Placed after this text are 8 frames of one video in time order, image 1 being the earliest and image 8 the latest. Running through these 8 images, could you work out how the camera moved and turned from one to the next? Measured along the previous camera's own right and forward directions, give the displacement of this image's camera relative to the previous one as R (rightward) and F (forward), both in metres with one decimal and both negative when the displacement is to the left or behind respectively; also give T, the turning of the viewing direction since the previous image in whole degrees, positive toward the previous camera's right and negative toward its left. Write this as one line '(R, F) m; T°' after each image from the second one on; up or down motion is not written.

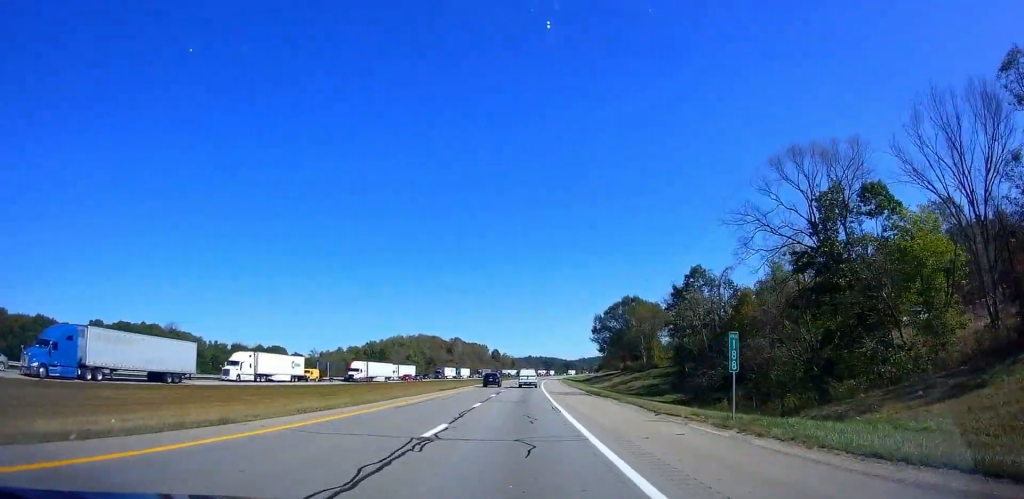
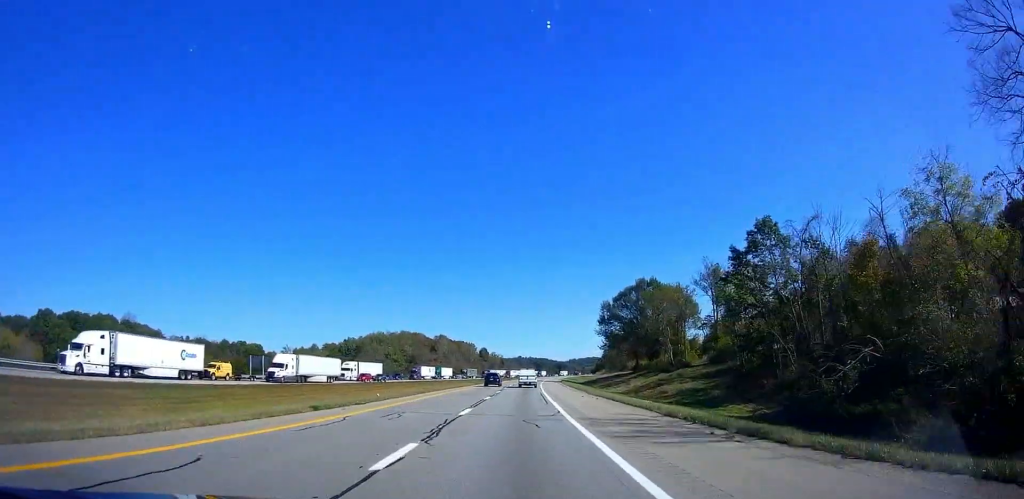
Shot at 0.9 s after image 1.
(+0.1, +28.2) m; +1°
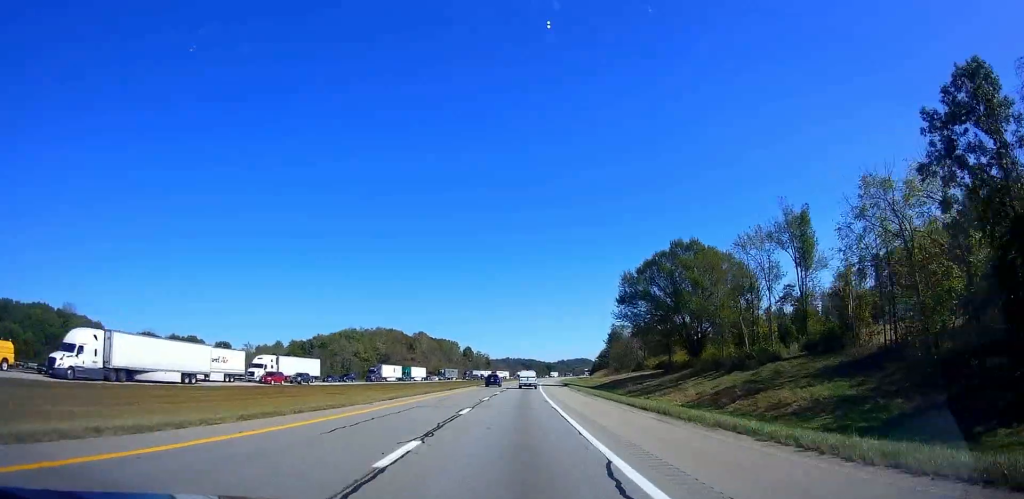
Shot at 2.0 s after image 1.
(+0.7, +35.7) m; +1°
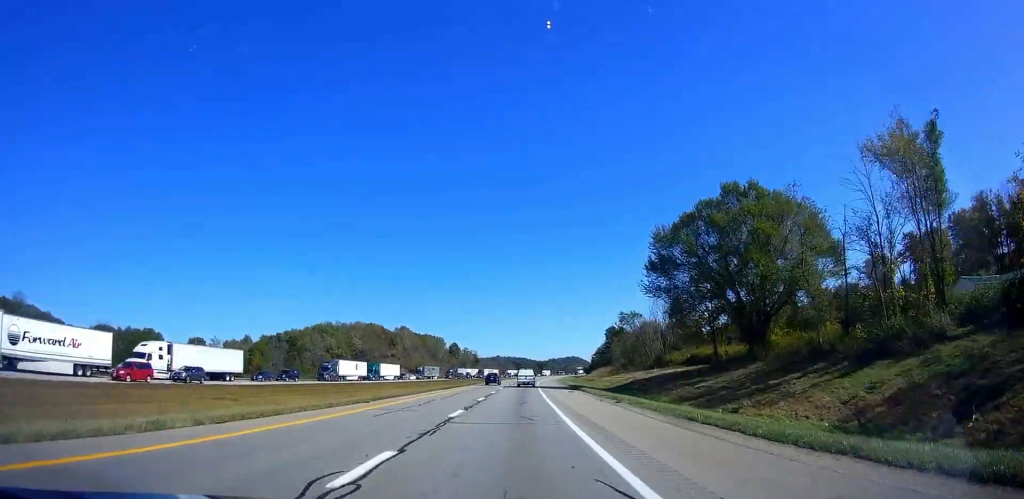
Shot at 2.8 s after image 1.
(0.0, +25.9) m; 0°
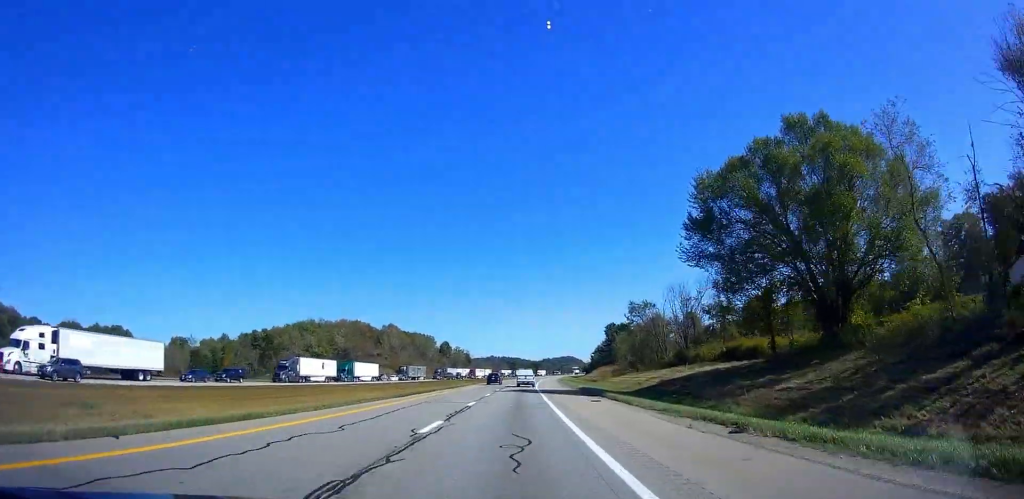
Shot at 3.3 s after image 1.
(-0.1, +17.3) m; +1°
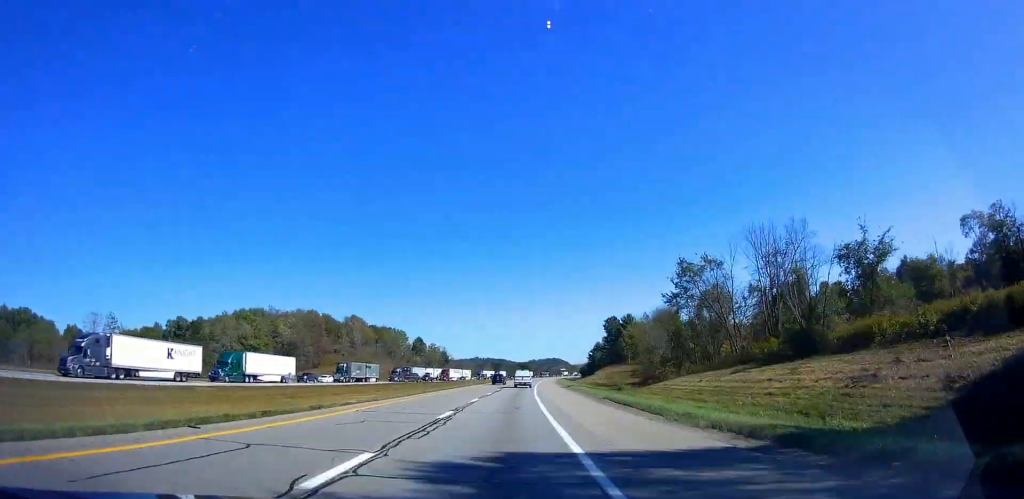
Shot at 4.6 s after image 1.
(+1.0, +41.8) m; +2°
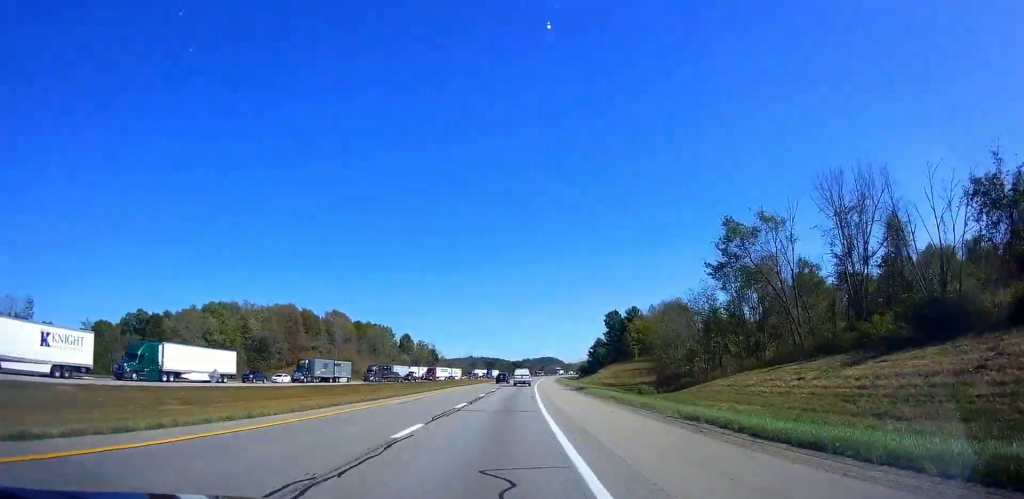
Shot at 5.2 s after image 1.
(0.0, +18.2) m; 0°
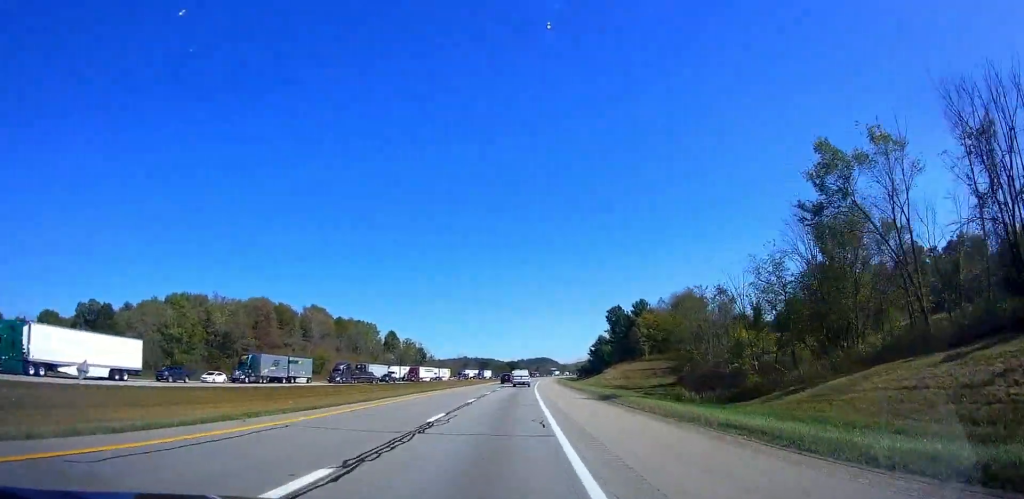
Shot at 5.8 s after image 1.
(0.0, +19.3) m; 0°
